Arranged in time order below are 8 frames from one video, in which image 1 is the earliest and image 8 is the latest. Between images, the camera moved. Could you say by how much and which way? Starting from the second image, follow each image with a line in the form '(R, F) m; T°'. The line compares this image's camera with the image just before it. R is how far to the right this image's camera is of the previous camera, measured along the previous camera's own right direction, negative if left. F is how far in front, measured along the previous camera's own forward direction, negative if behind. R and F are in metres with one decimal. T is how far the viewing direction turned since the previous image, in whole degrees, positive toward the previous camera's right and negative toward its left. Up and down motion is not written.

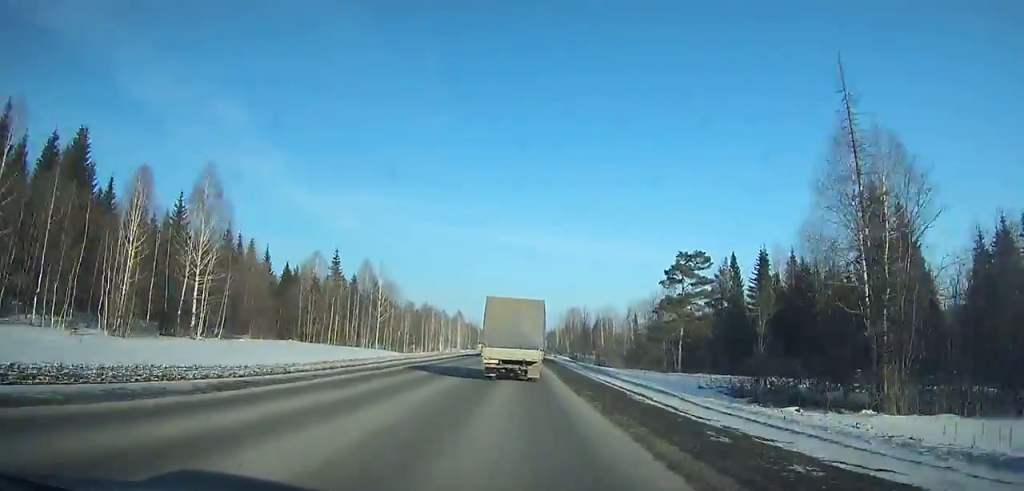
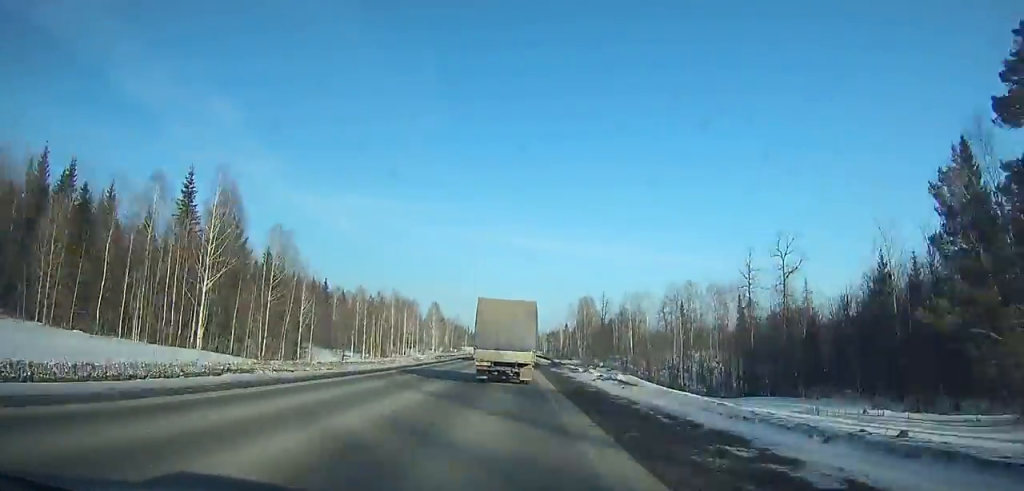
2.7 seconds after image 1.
(+0.1, +54.6) m; 0°
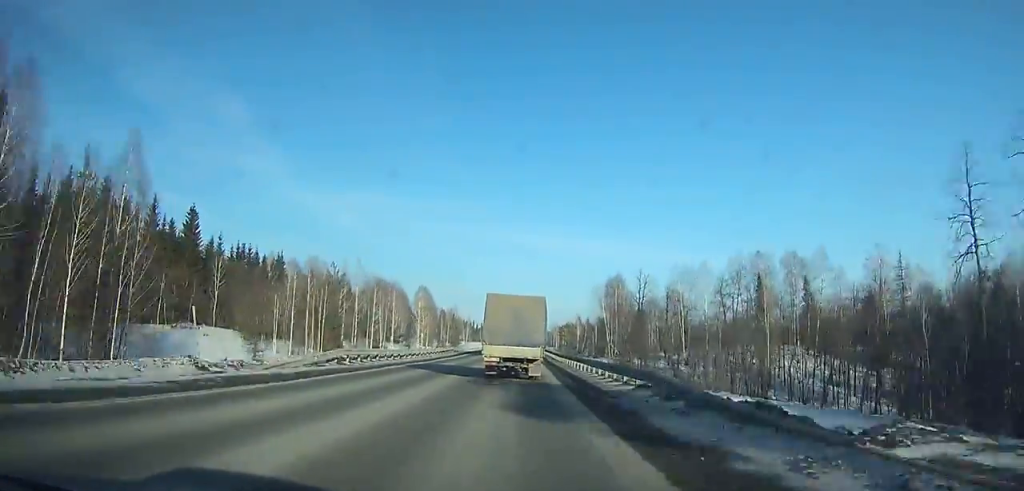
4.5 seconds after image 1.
(0.0, +36.2) m; 0°
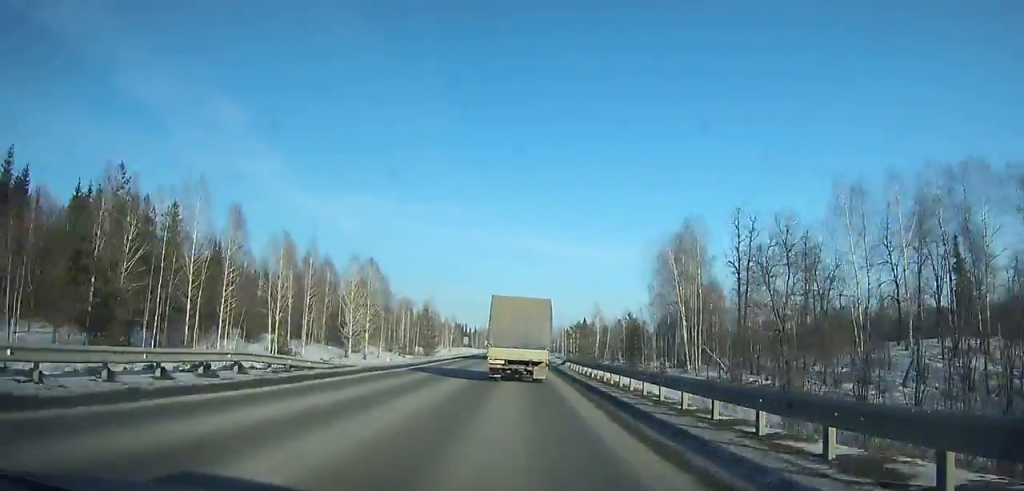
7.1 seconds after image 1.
(0.0, +52.1) m; 0°
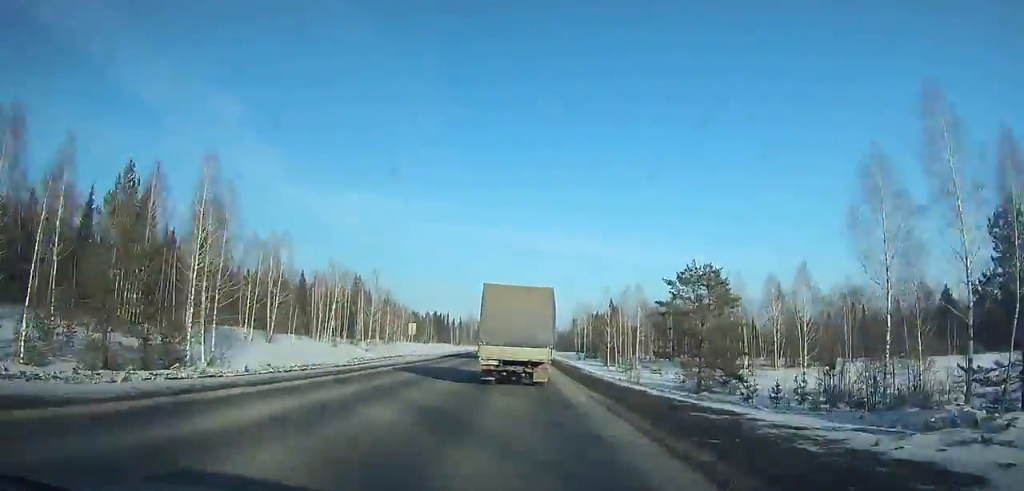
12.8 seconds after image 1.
(+0.5, +112.2) m; 0°
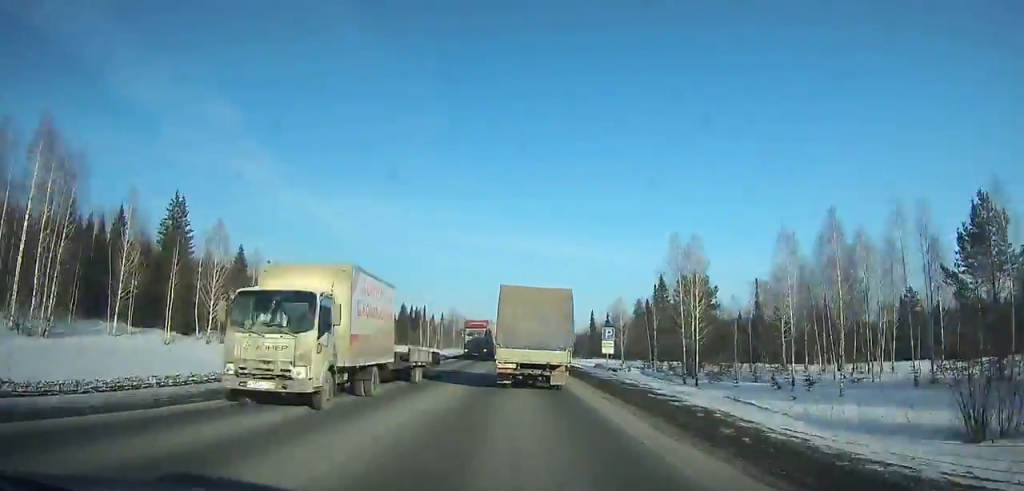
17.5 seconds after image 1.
(-0.3, +90.7) m; 0°
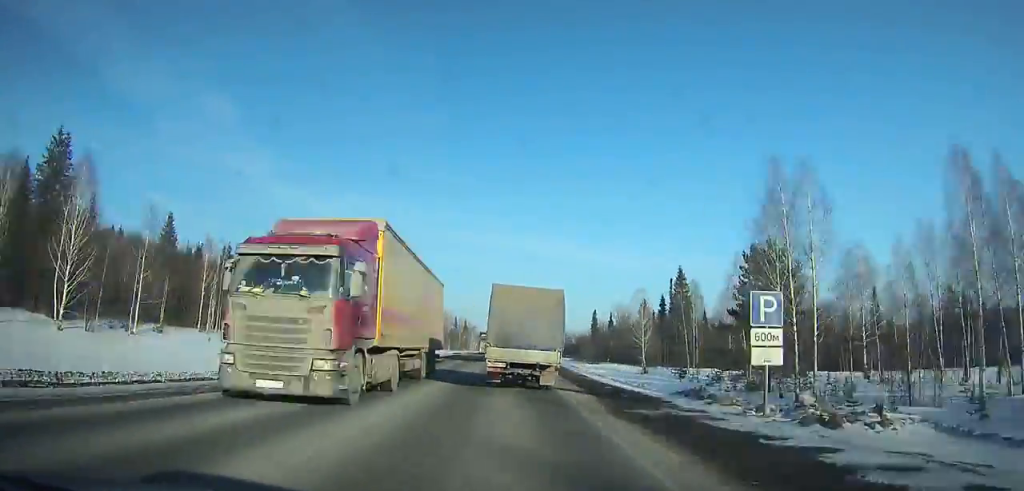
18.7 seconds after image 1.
(+0.1, +23.0) m; 0°
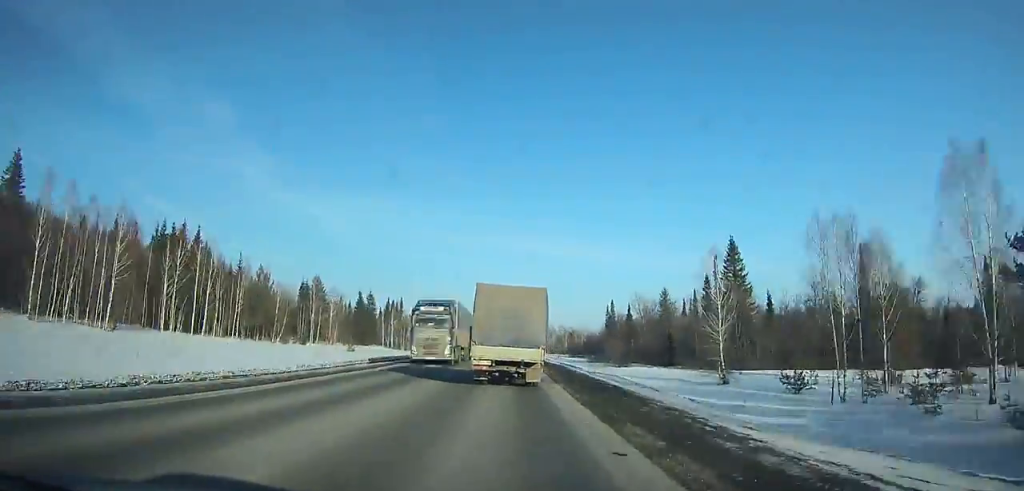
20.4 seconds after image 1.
(+0.2, +32.6) m; 0°
